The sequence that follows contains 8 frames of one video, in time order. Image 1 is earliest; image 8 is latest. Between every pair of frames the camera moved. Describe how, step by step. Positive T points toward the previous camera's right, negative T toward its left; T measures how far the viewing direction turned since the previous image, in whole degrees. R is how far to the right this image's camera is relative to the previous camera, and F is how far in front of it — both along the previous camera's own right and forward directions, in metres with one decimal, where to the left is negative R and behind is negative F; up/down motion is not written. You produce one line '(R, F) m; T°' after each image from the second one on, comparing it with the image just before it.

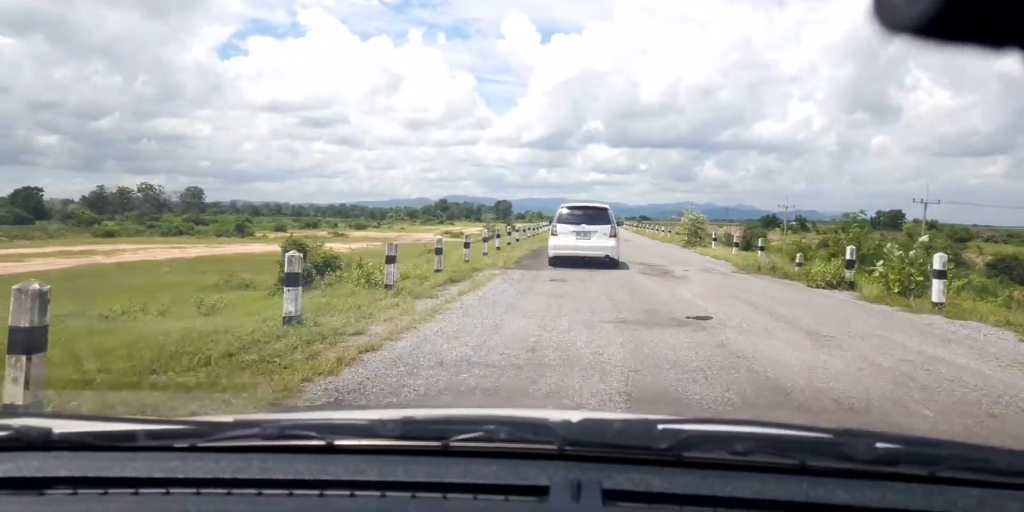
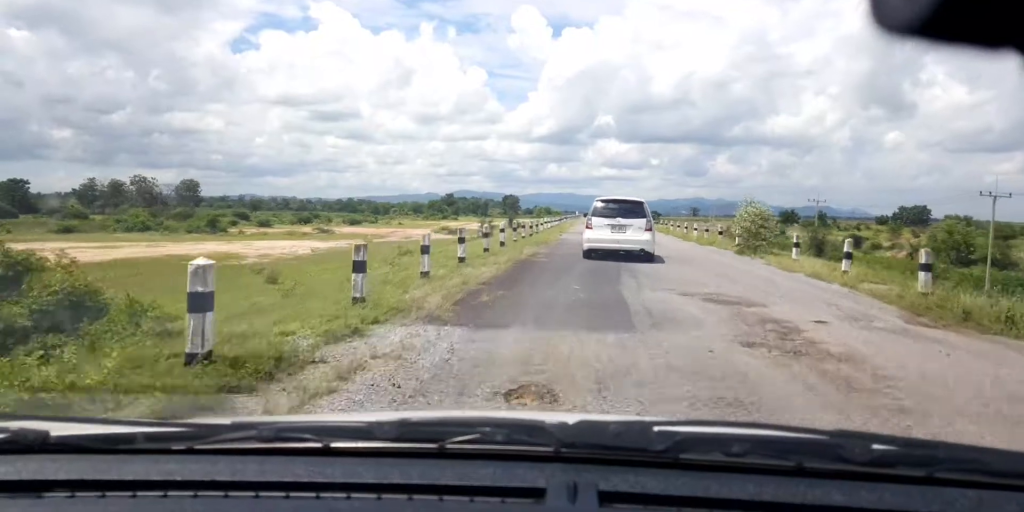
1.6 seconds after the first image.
(0.0, +11.3) m; 0°
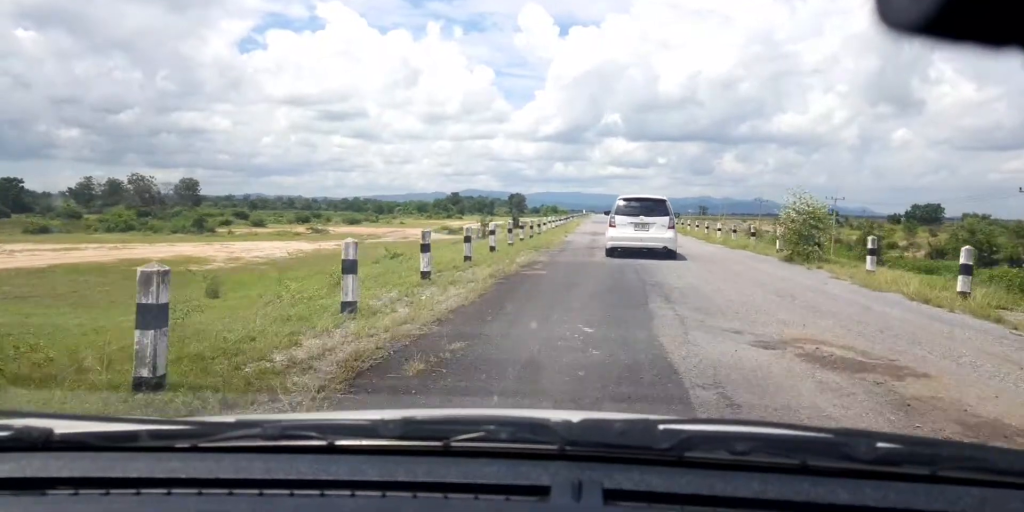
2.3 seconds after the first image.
(+0.2, +5.2) m; -1°
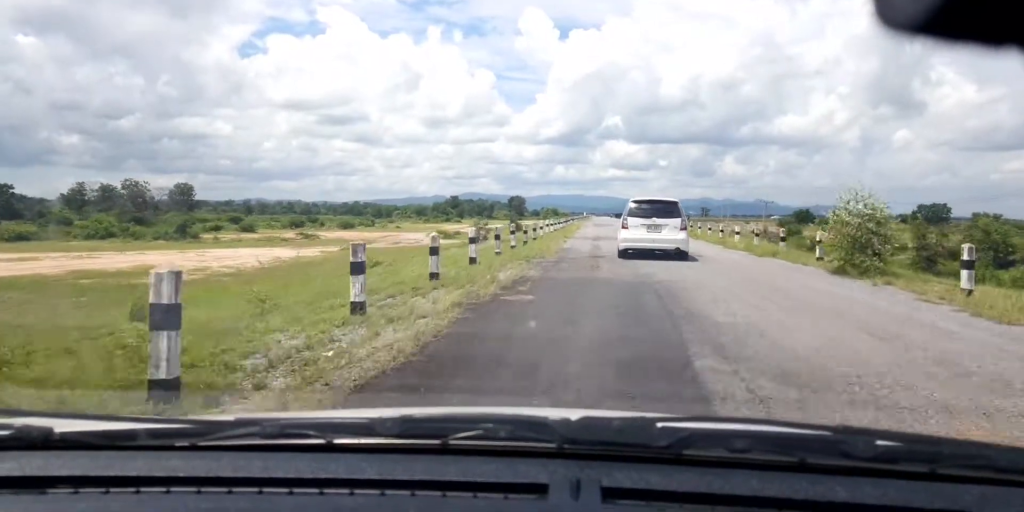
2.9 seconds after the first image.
(0.0, +3.9) m; 0°
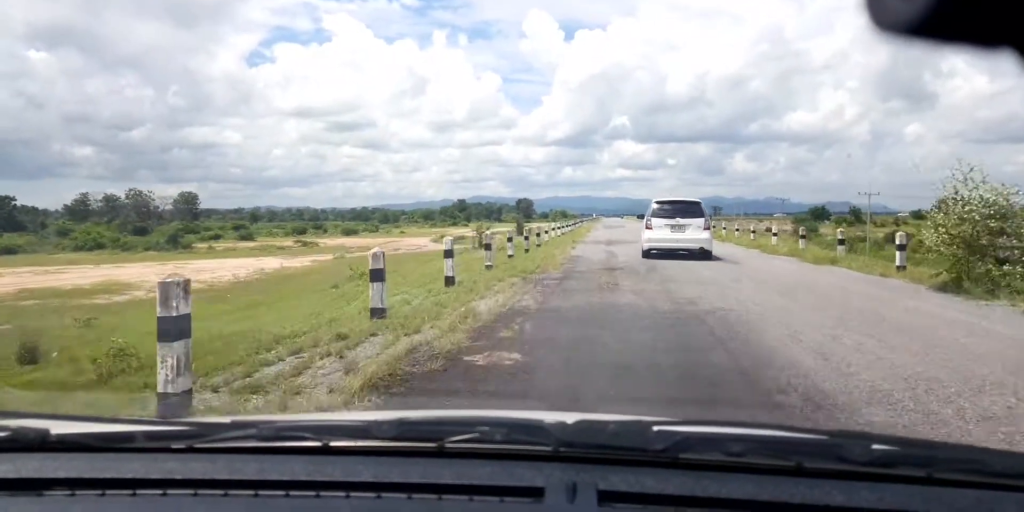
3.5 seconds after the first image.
(-0.3, +4.5) m; 0°
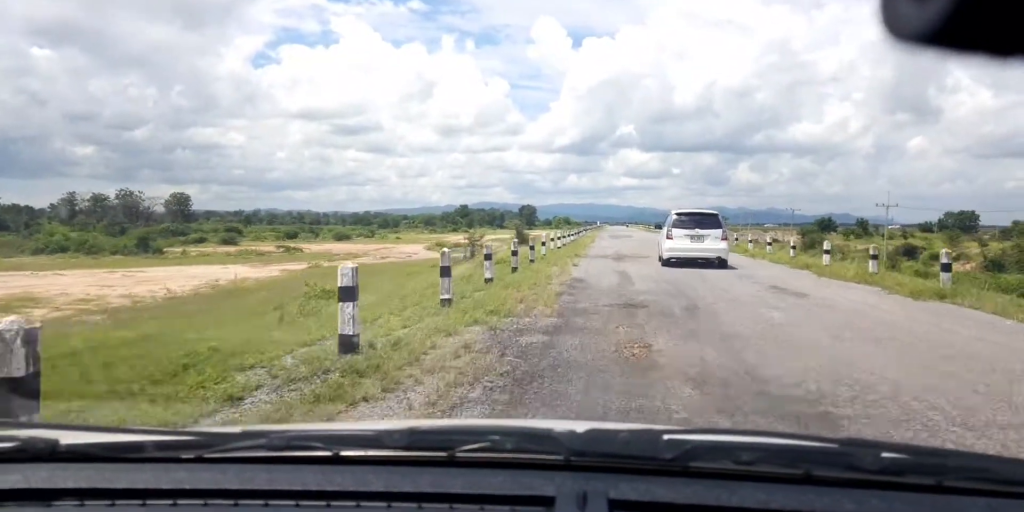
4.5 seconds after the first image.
(+0.4, +6.5) m; -1°
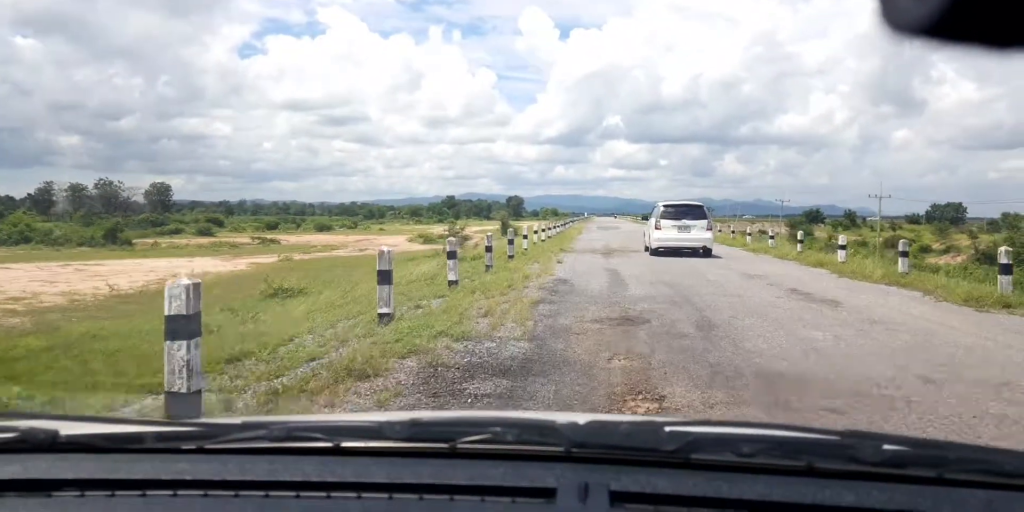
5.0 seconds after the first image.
(-0.2, +3.0) m; -1°
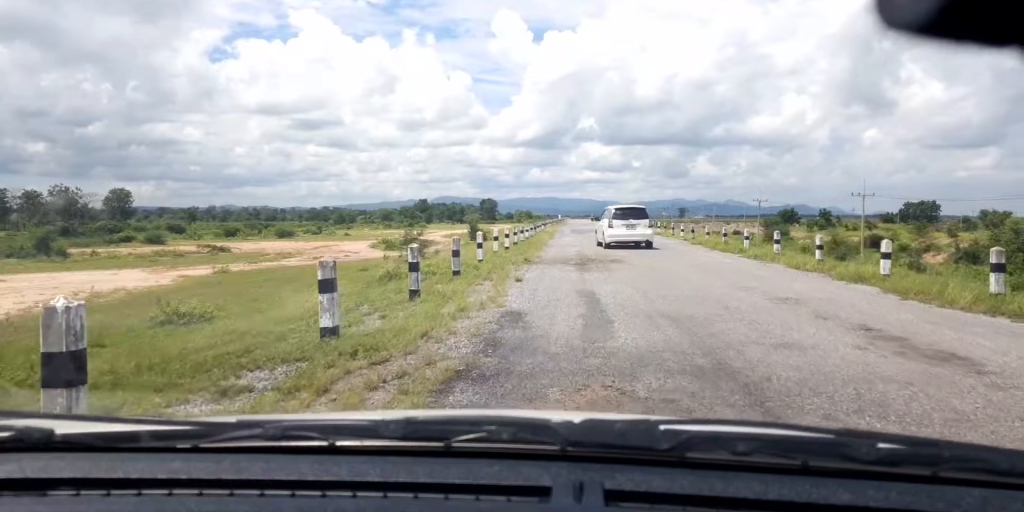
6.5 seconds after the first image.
(0.0, +8.2) m; +1°
